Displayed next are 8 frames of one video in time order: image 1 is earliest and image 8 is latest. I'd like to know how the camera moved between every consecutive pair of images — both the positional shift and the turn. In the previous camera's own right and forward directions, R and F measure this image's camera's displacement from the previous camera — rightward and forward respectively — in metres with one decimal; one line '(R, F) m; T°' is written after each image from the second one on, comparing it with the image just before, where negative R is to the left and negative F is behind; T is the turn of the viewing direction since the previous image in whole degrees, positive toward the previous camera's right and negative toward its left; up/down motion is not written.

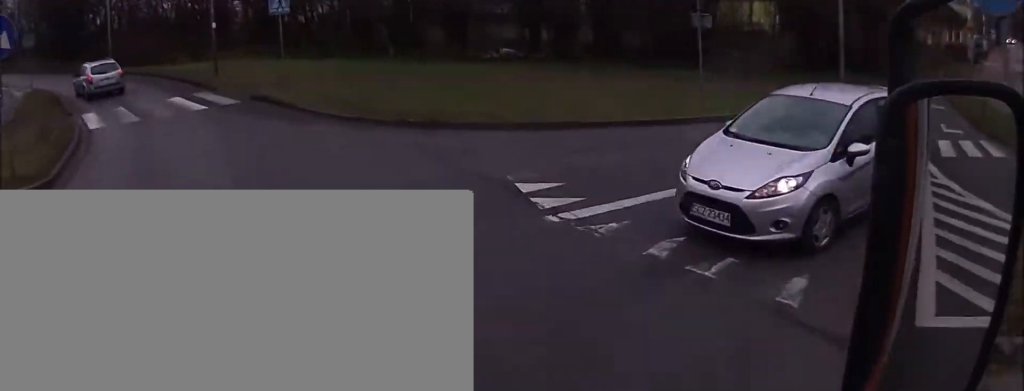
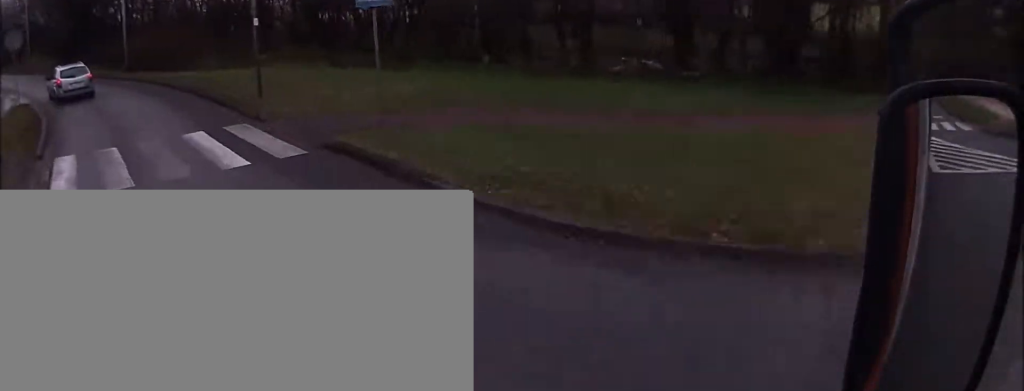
(-0.2, +8.0) m; -4°
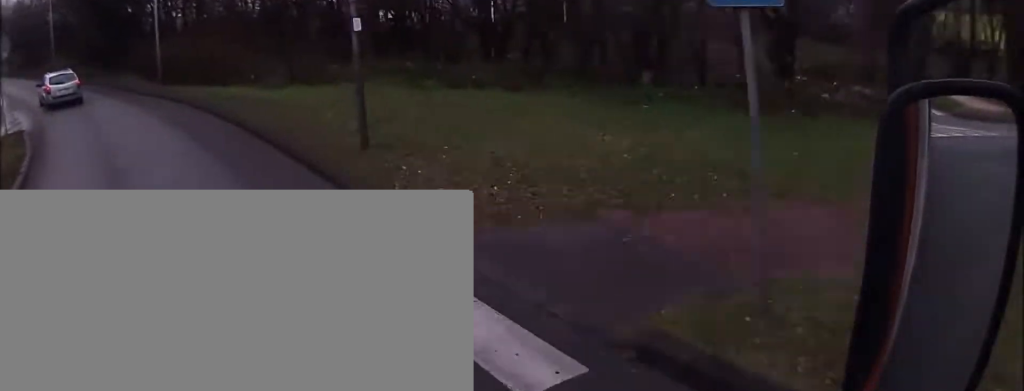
(-0.4, +7.4) m; -4°
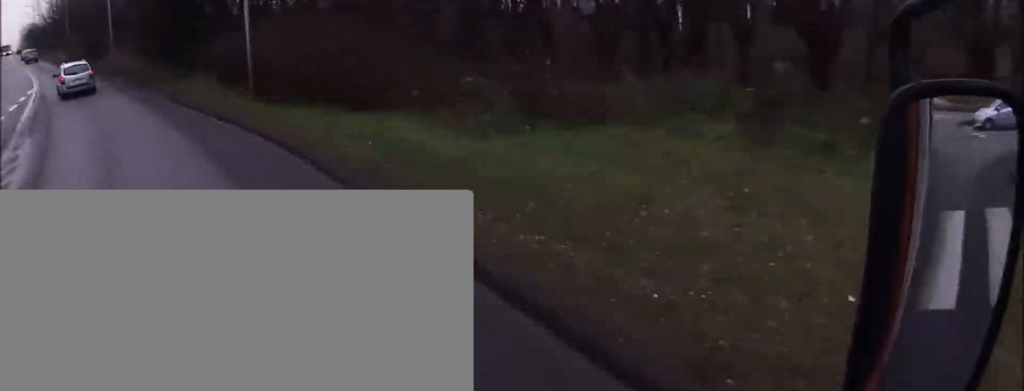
(-0.5, +10.8) m; -5°
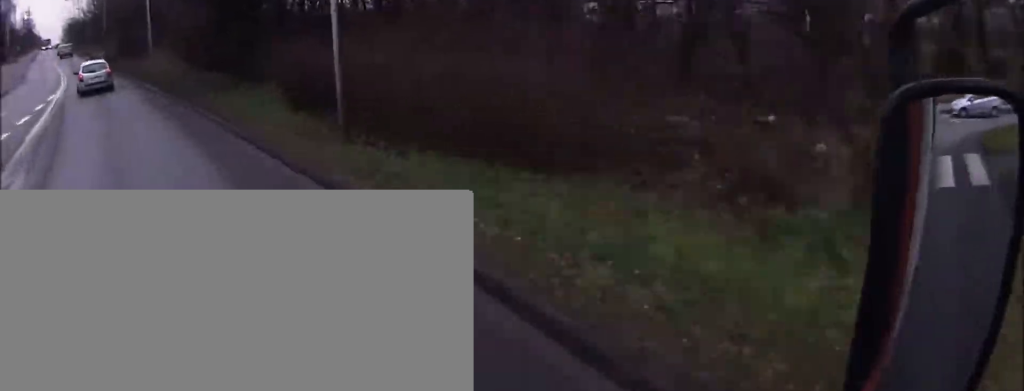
(0.0, +5.7) m; -3°
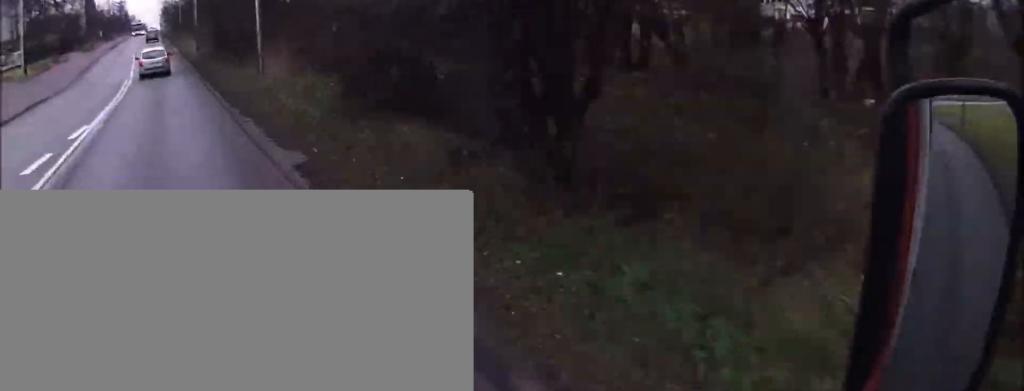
(-1.0, +14.2) m; -8°
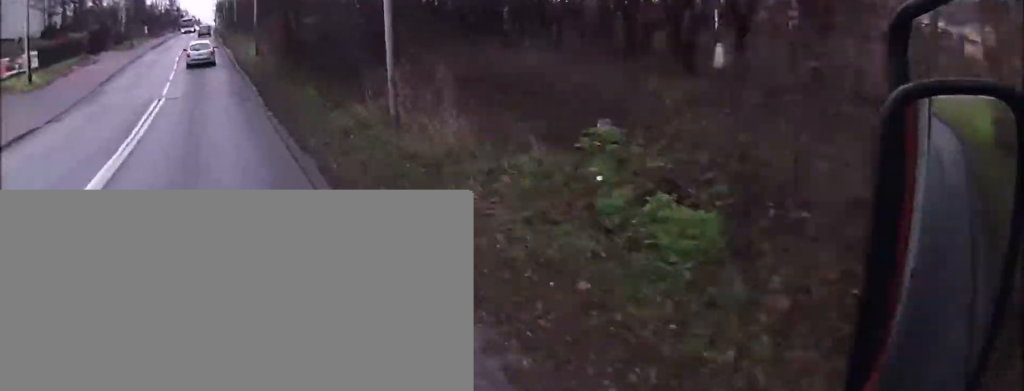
(-0.5, +10.2) m; -7°
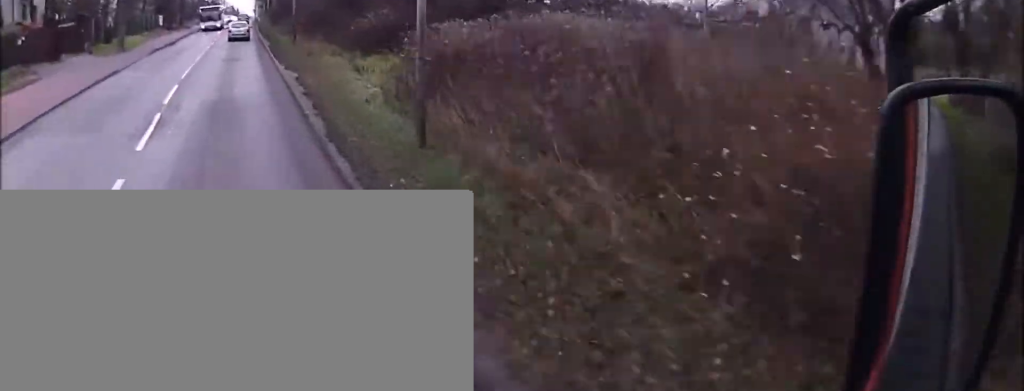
(-2.3, +26.4) m; -6°
